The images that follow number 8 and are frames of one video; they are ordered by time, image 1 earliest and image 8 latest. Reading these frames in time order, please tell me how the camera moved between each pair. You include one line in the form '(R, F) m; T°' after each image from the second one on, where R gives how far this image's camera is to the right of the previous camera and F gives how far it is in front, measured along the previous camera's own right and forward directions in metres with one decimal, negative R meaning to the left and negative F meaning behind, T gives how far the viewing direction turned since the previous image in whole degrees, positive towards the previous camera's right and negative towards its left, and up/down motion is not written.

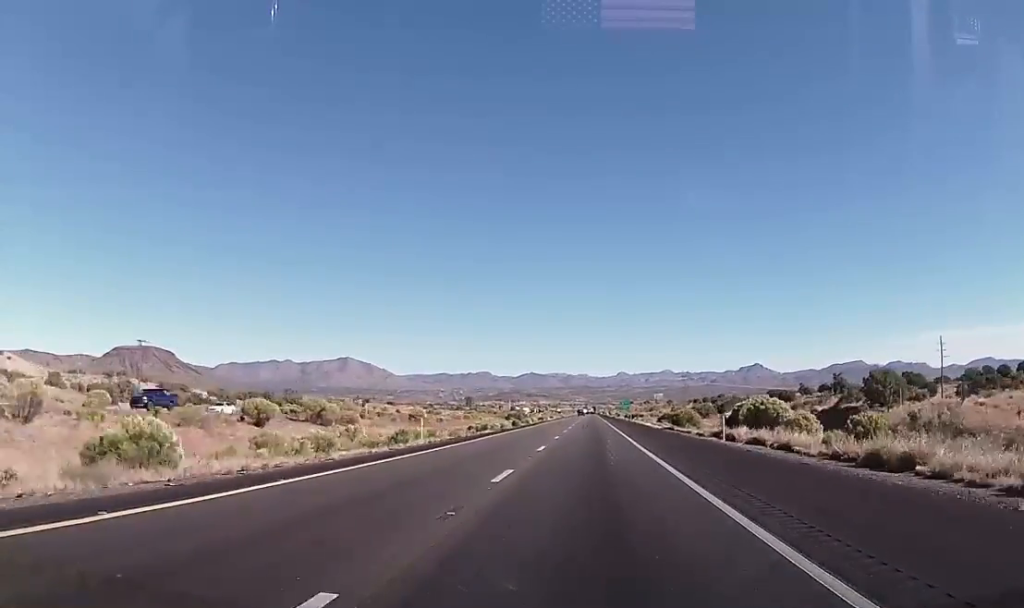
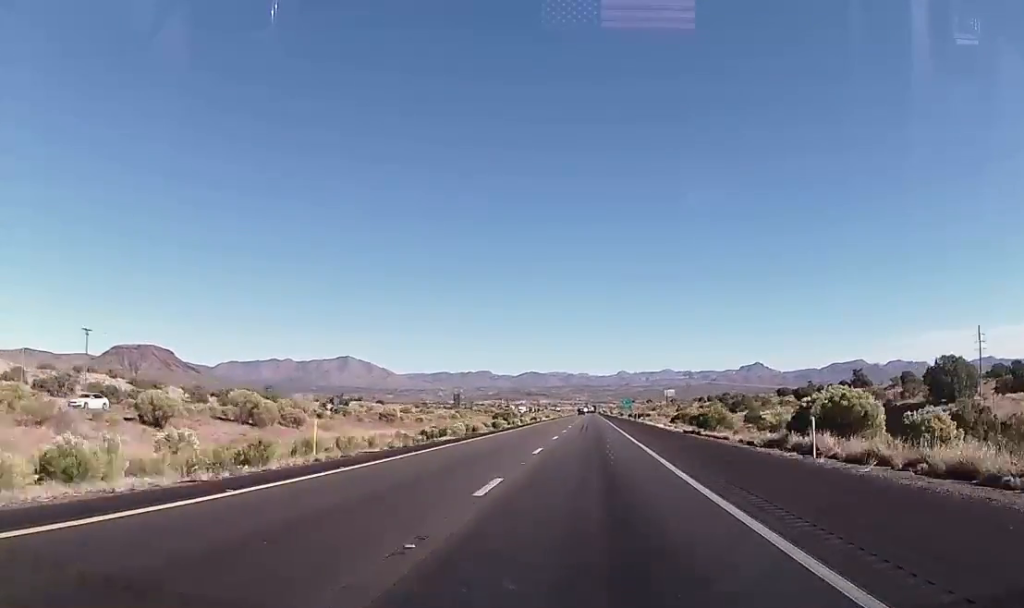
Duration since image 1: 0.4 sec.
(0.0, +15.0) m; 0°
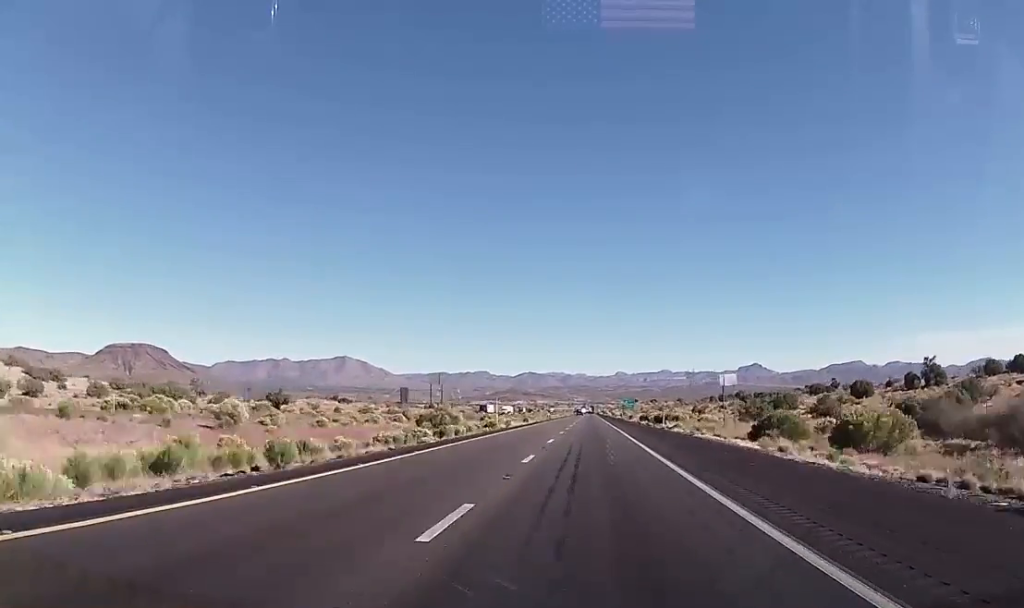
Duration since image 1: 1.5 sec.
(+0.3, +41.5) m; 0°
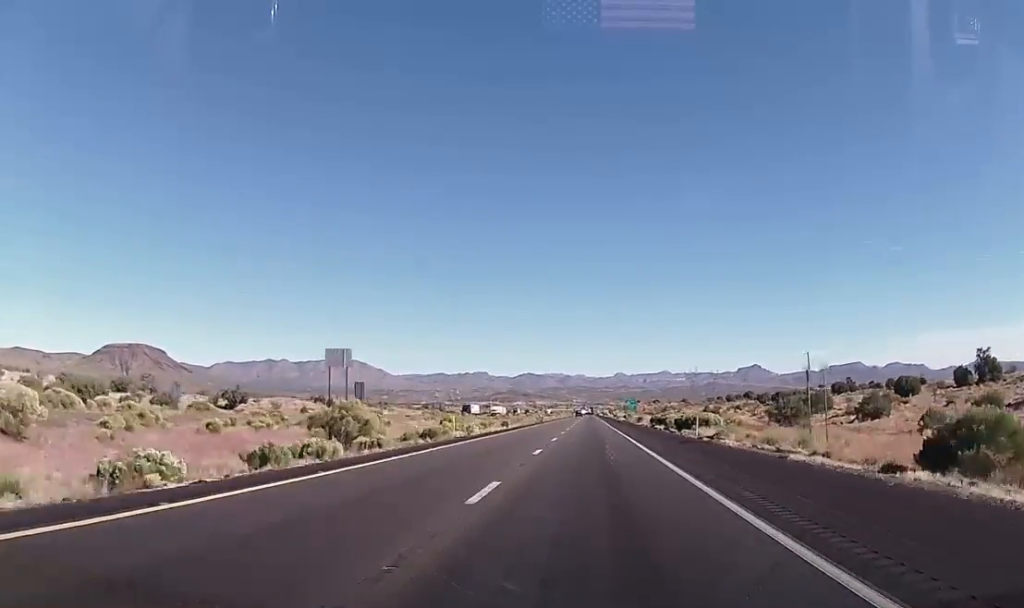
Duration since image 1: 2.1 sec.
(-0.2, +21.2) m; 0°
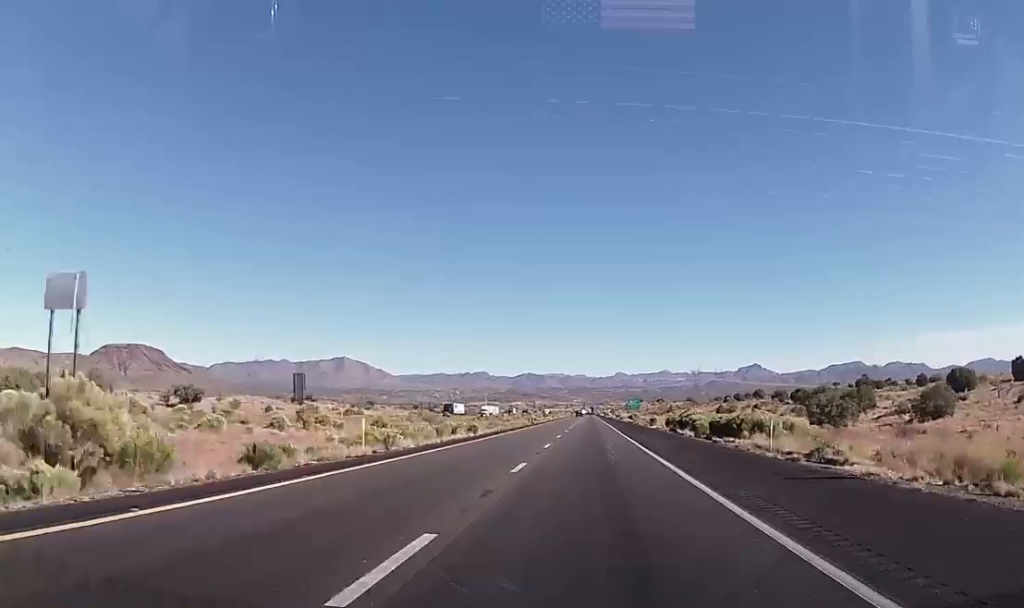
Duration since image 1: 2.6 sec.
(-0.1, +18.8) m; 0°
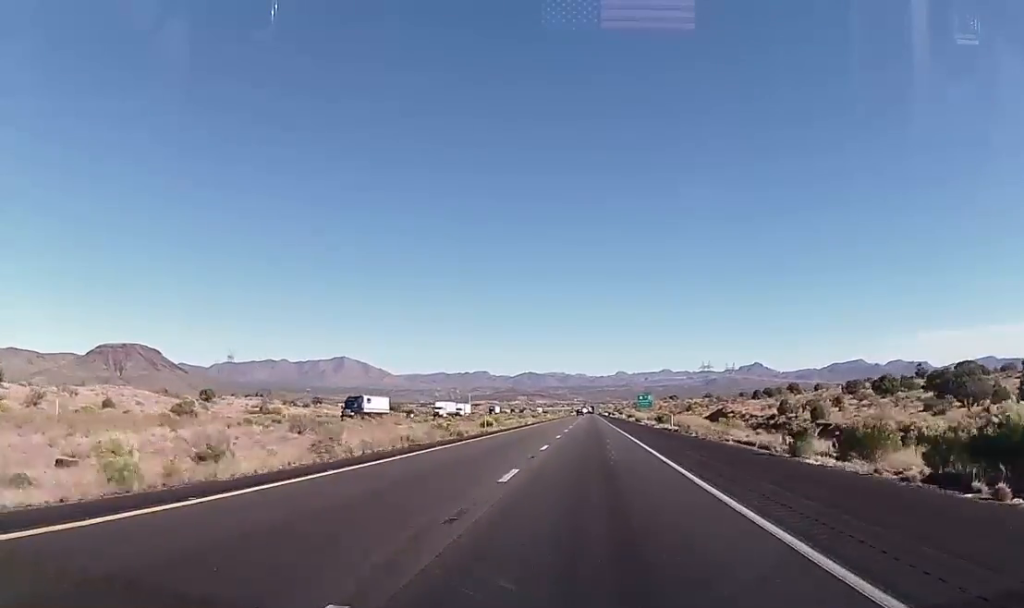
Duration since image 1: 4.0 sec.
(+0.4, +52.8) m; +1°
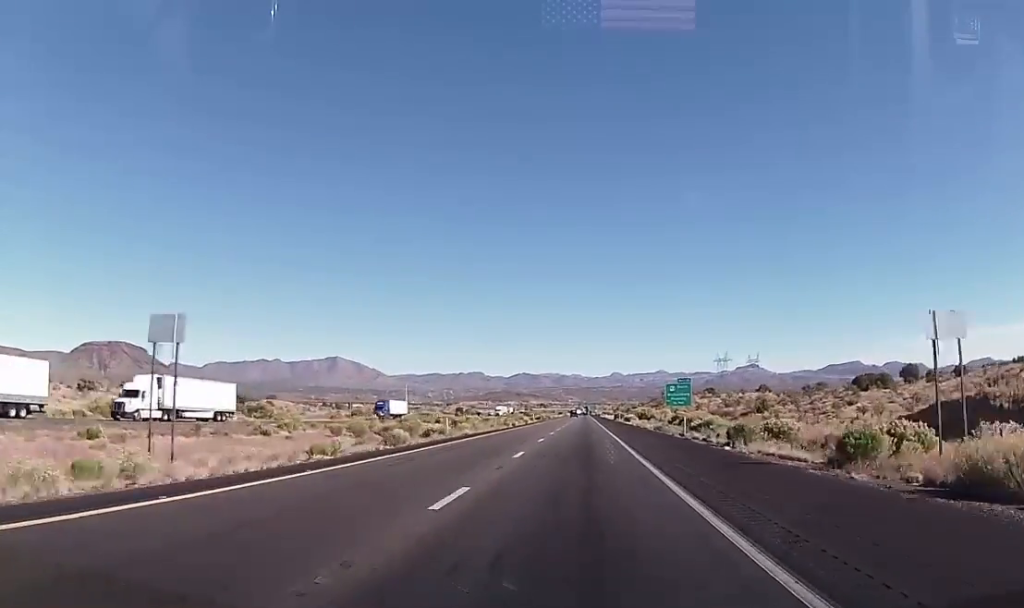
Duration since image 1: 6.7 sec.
(-0.7, +102.8) m; 0°
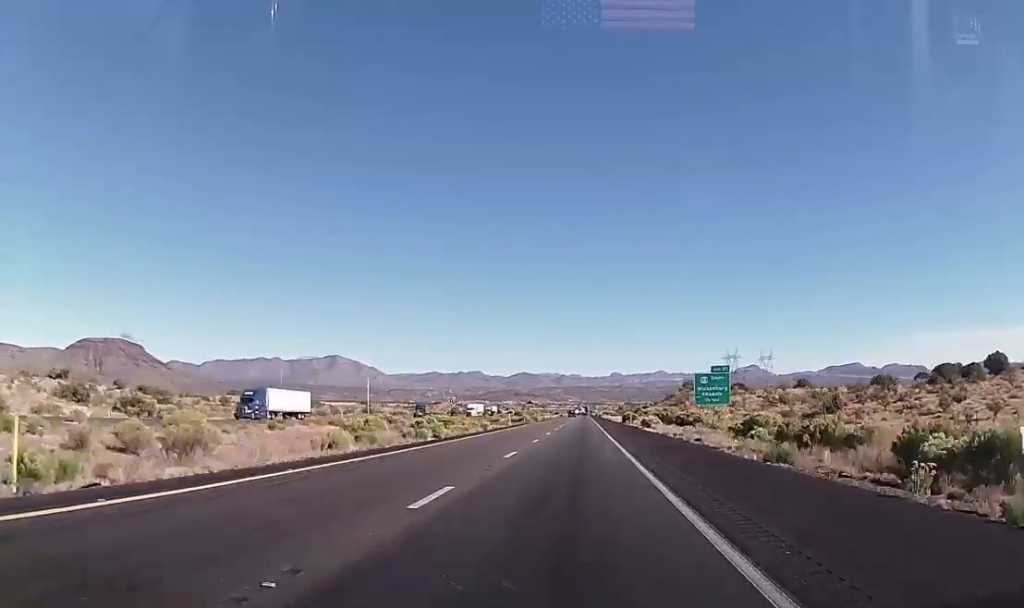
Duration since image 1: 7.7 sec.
(+0.1, +37.6) m; 0°
